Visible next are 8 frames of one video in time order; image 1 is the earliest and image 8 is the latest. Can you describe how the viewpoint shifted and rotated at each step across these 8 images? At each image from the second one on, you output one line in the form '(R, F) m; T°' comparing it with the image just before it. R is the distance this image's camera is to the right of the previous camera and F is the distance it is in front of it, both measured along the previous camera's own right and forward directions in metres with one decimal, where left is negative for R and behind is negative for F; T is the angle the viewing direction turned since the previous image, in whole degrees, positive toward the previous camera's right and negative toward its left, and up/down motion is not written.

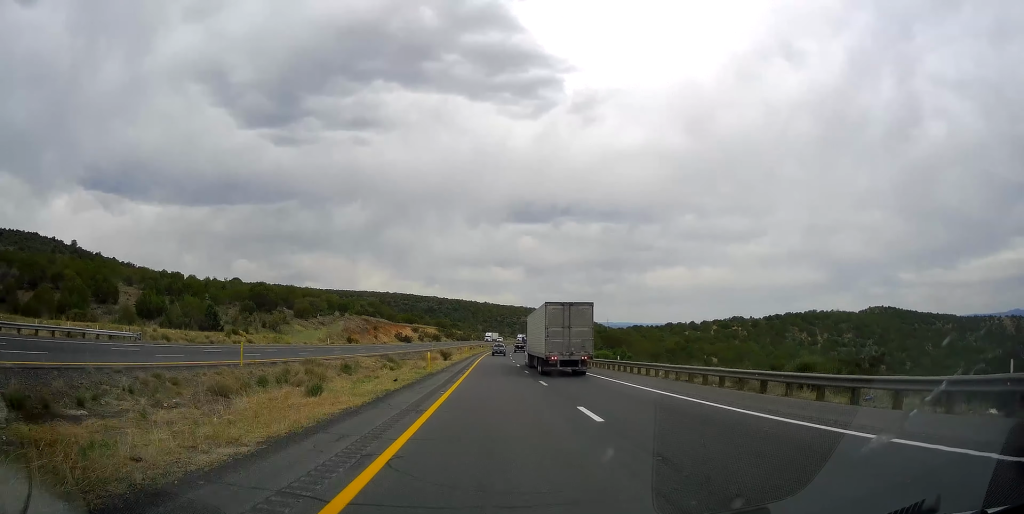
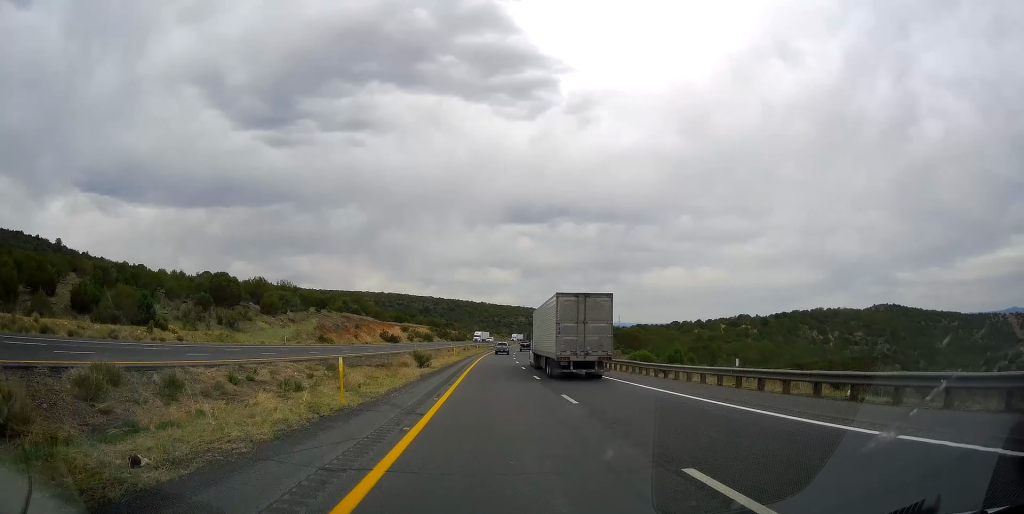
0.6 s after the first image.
(-0.1, +21.0) m; 0°
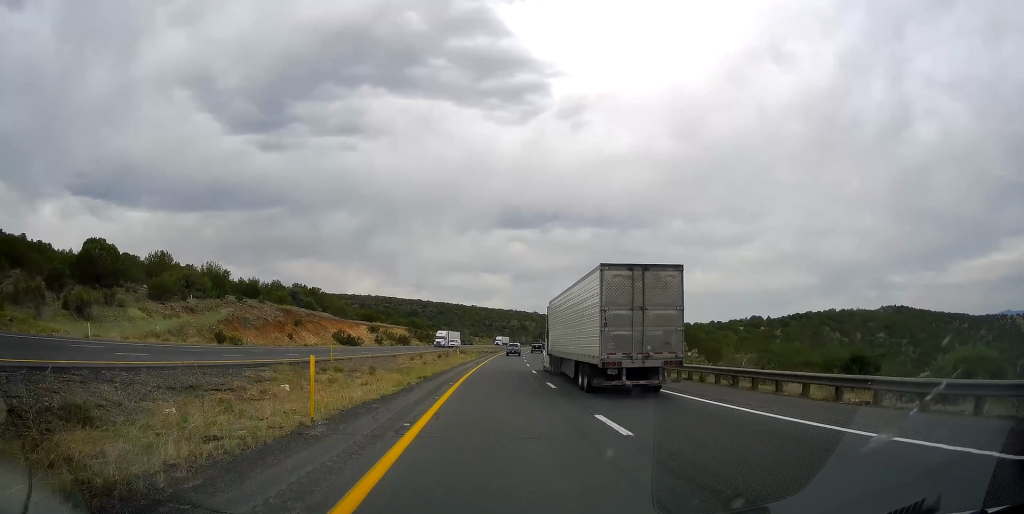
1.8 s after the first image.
(-0.2, +43.0) m; 0°
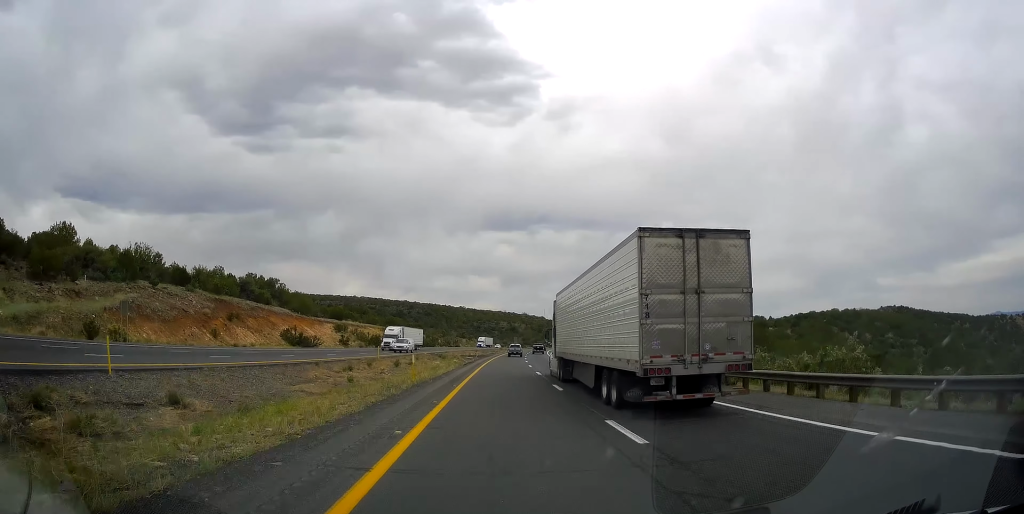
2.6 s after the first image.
(+0.1, +25.4) m; +1°
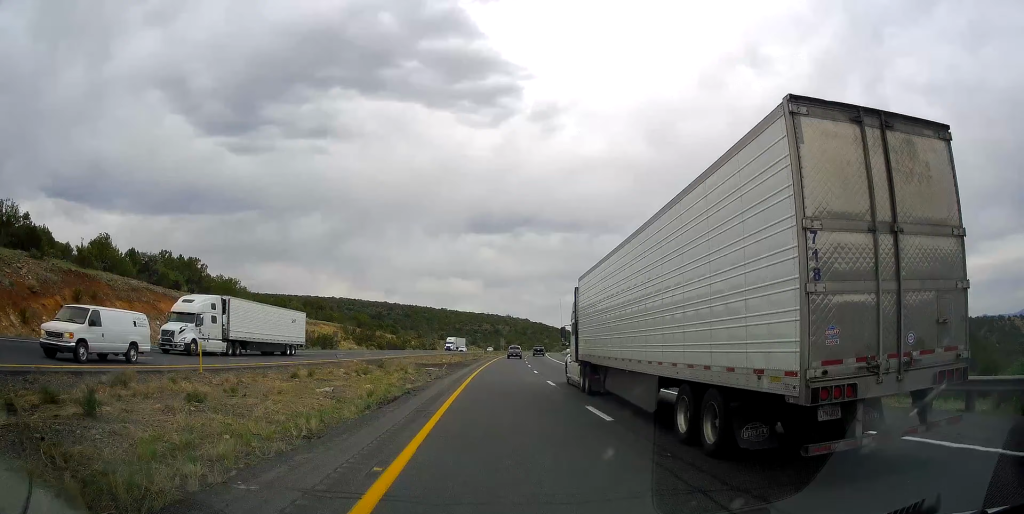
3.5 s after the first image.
(+0.4, +33.3) m; +2°
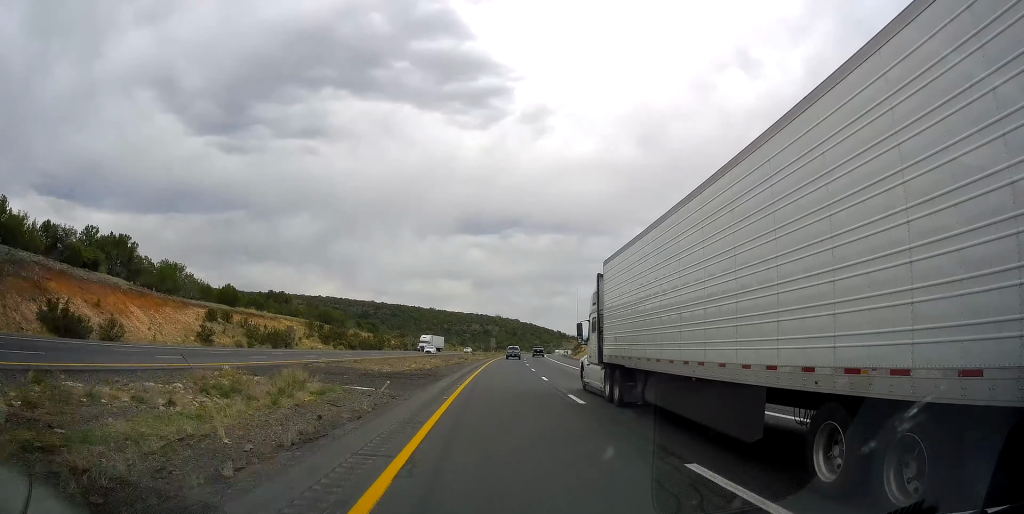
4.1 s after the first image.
(+0.1, +20.6) m; +1°
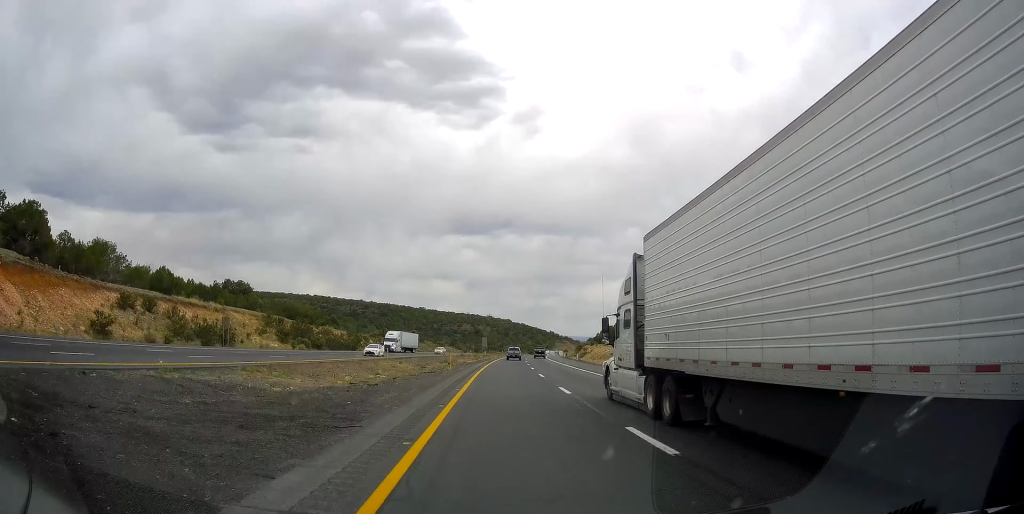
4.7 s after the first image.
(+0.3, +20.5) m; +1°
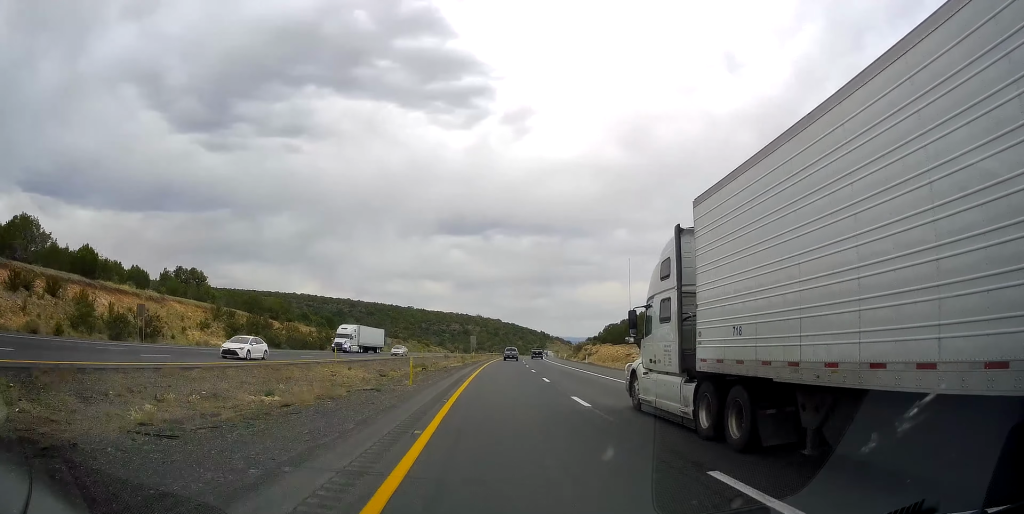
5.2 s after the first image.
(+0.1, +17.1) m; +1°
